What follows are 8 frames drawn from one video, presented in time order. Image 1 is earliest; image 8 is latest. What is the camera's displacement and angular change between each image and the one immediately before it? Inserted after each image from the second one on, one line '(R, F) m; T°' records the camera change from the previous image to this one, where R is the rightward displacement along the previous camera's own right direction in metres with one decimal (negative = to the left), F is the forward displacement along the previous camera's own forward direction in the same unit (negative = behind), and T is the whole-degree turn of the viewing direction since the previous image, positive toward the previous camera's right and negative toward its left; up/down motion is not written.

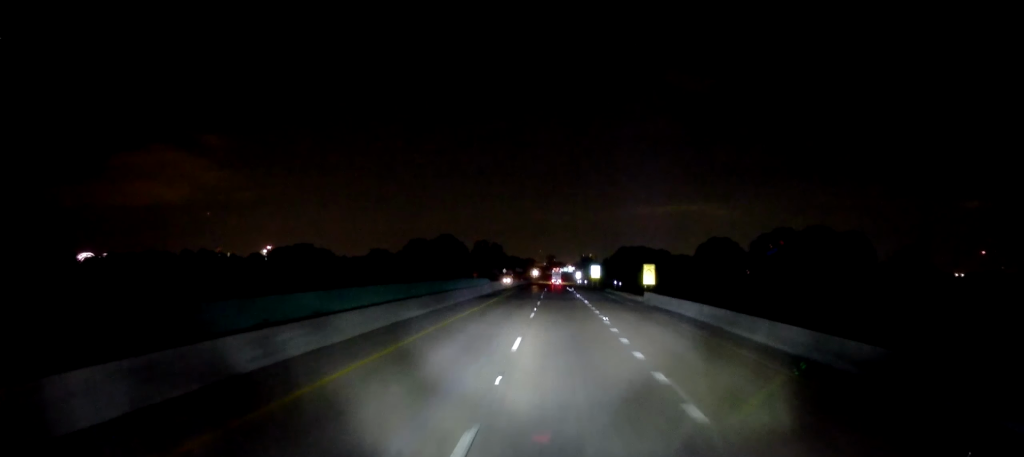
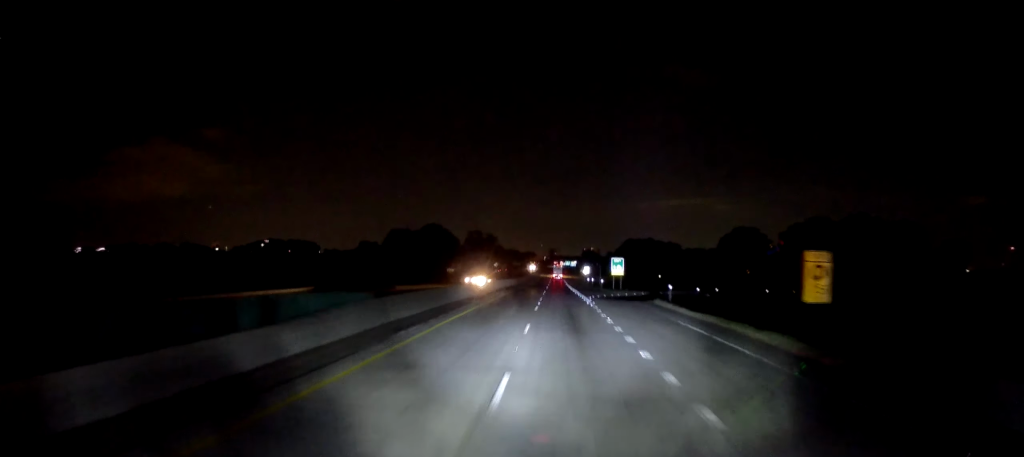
(+0.8, +43.4) m; +1°
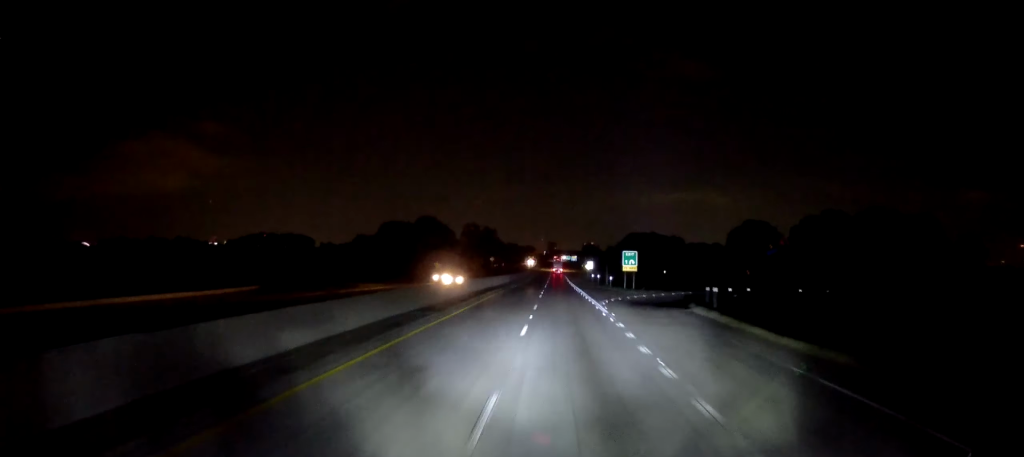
(0.0, +13.7) m; 0°
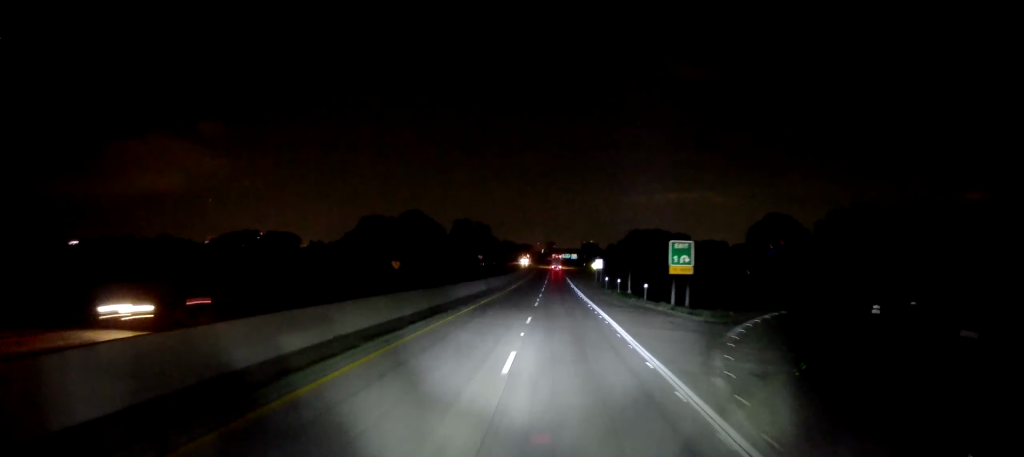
(-0.4, +30.7) m; 0°
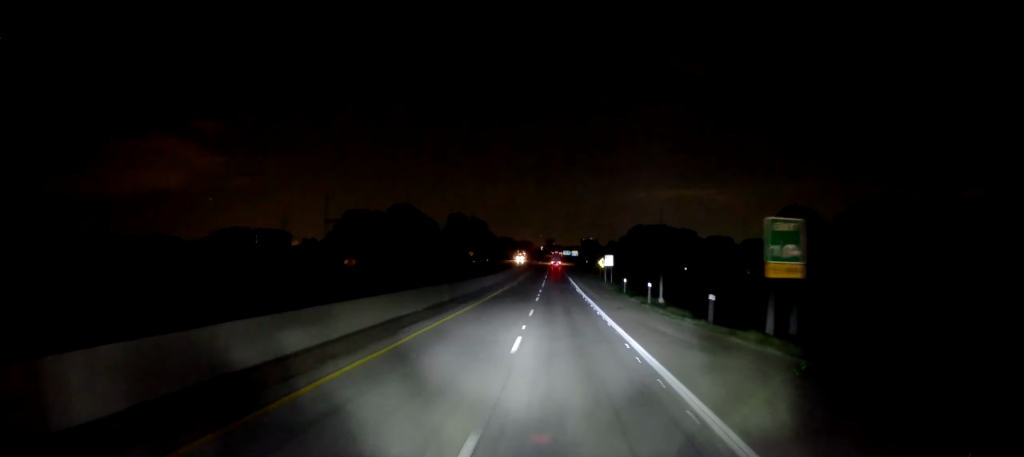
(+0.4, +20.3) m; 0°
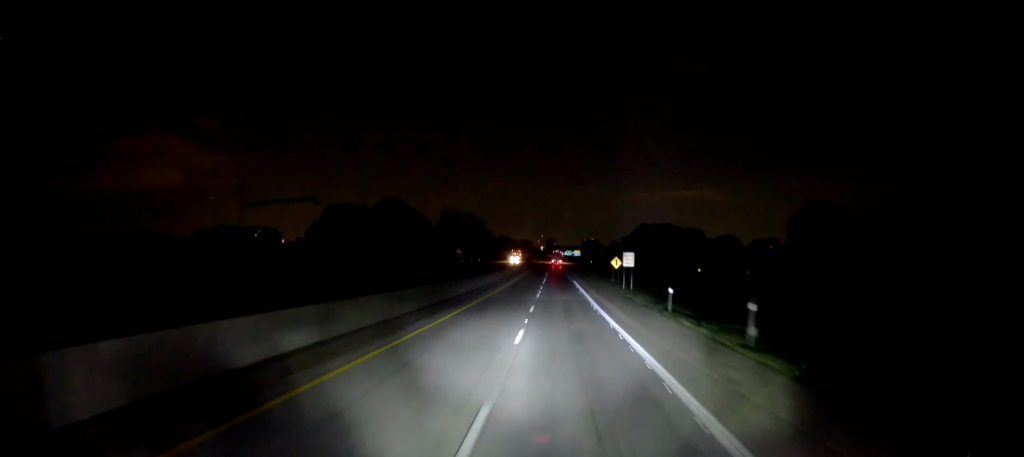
(-0.4, +23.2) m; 0°
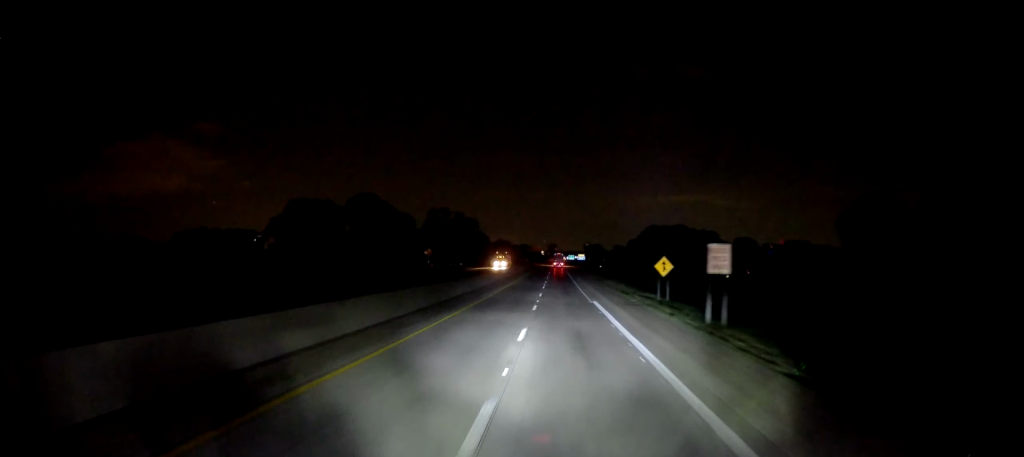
(+0.3, +35.2) m; 0°
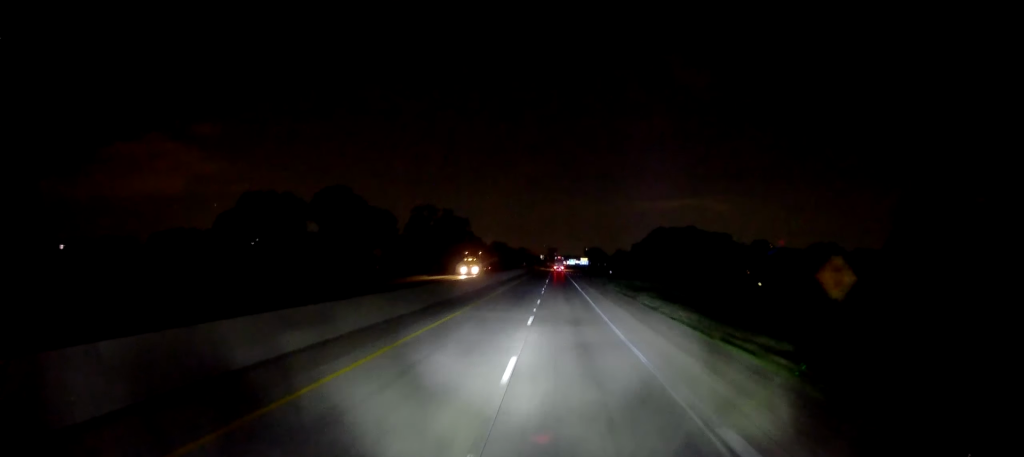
(-0.3, +31.7) m; 0°
